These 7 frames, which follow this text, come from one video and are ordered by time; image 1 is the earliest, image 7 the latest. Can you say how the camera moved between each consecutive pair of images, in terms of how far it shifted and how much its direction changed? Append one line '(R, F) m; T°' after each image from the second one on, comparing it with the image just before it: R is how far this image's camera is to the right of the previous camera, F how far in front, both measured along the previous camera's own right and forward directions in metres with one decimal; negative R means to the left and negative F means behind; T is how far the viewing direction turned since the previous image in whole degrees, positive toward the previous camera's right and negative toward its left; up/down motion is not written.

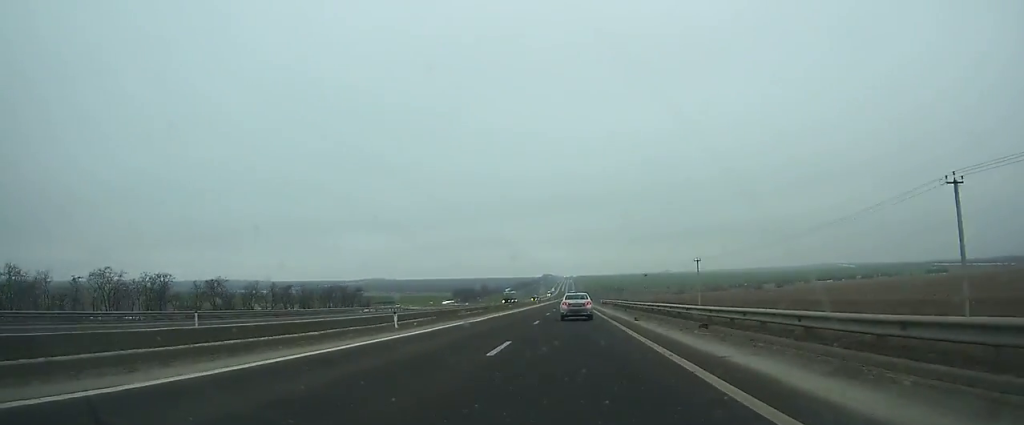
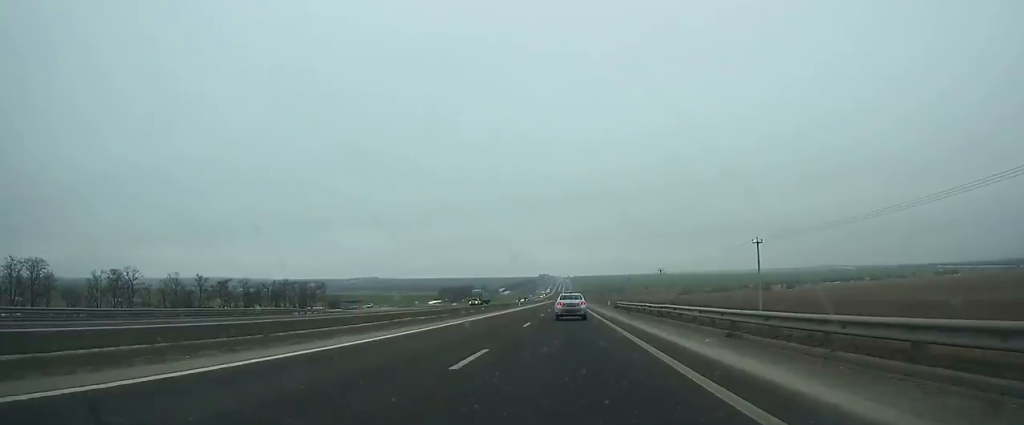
(-0.1, +34.8) m; 0°
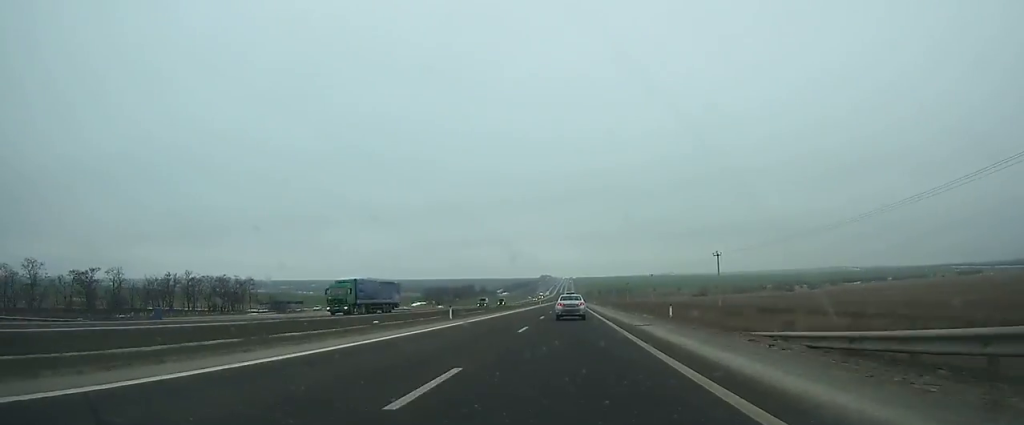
(-0.1, +52.1) m; 0°
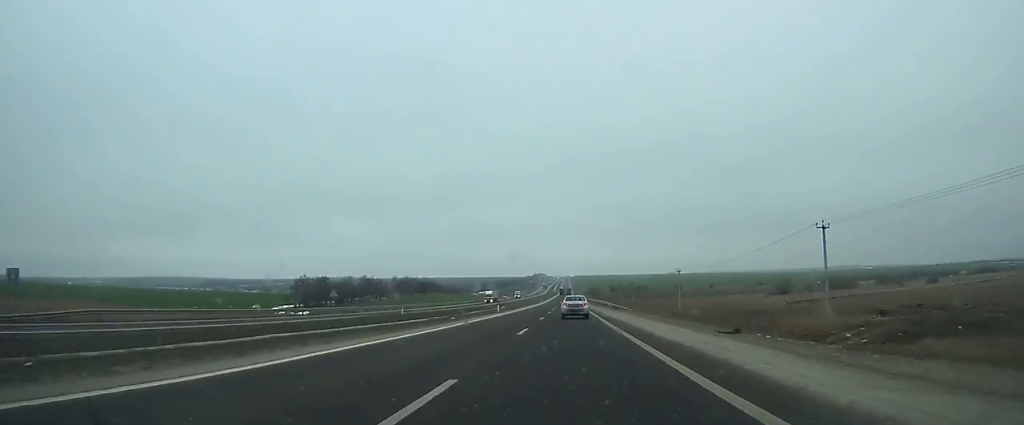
(-0.1, +178.3) m; 0°
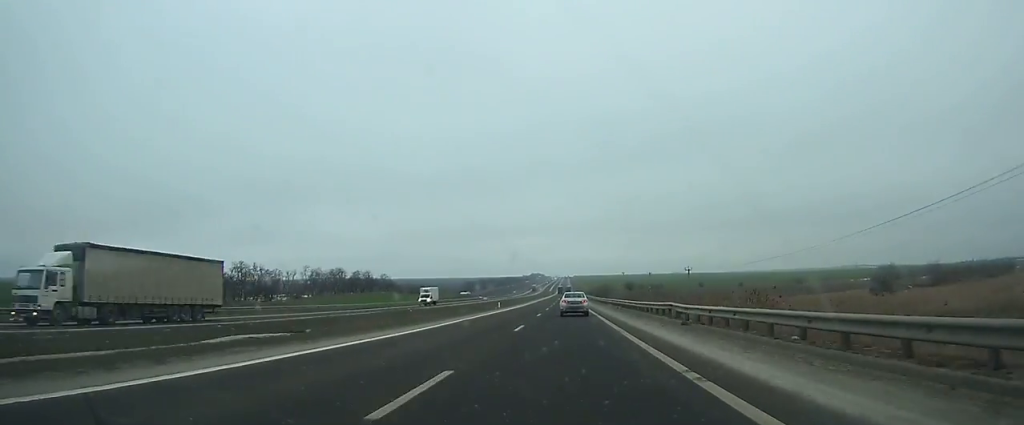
(+0.1, +94.8) m; 0°
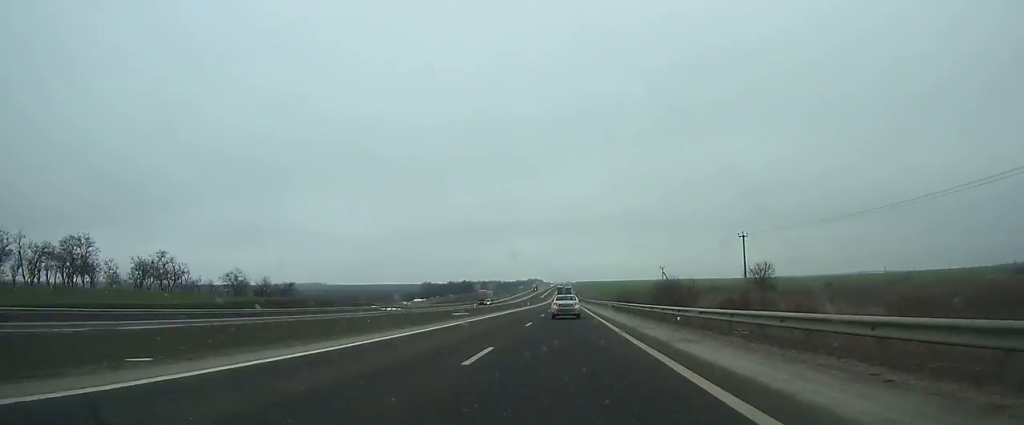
(-0.1, +155.9) m; 0°
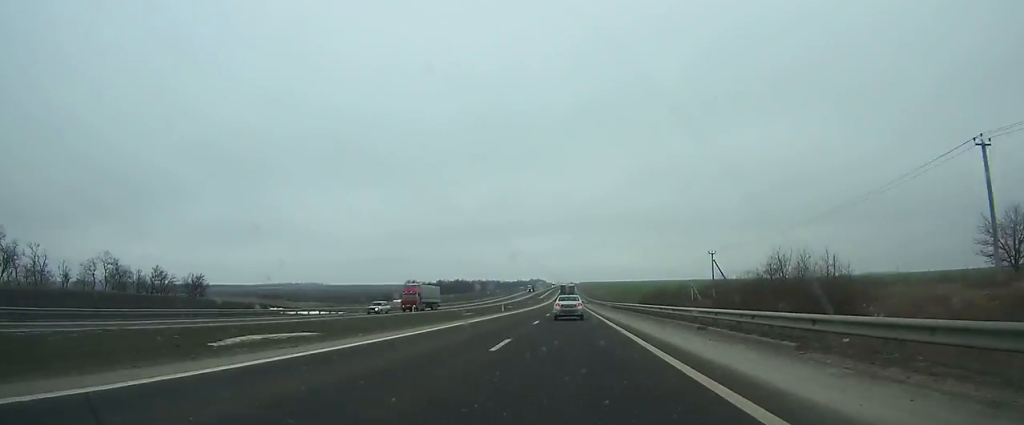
(0.0, +45.5) m; 0°
